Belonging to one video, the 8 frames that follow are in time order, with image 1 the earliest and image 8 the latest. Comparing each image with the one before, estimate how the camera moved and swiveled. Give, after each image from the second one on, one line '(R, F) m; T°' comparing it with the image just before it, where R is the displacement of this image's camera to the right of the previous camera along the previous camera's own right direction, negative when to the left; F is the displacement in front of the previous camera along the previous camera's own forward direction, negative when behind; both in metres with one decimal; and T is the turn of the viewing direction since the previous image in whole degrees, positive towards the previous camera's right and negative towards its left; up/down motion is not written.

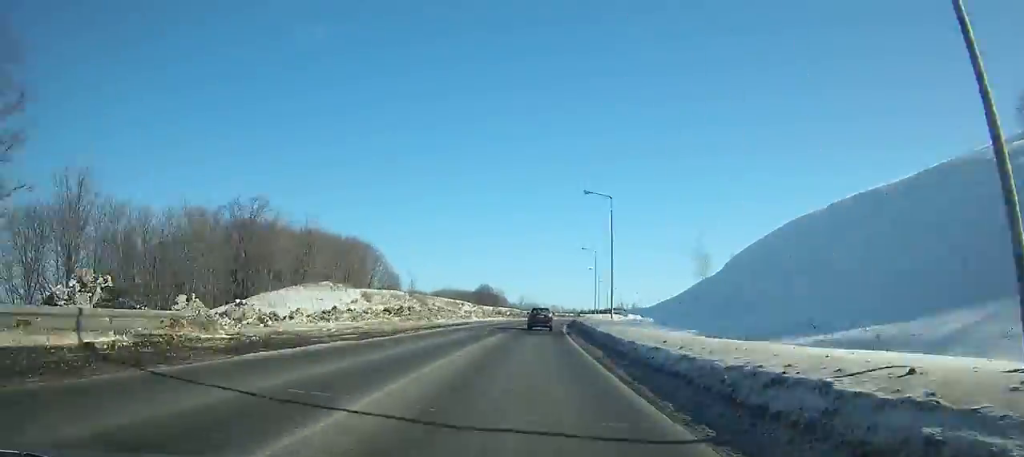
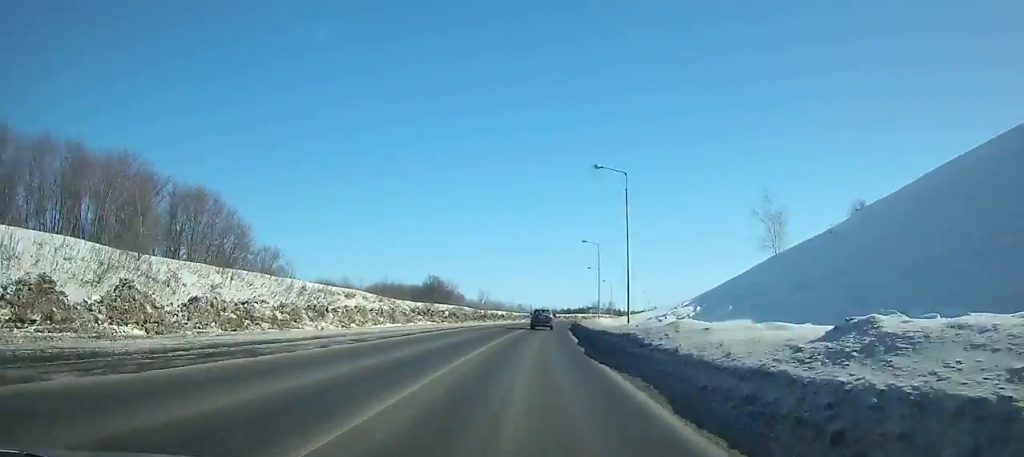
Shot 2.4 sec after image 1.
(+1.5, +48.7) m; +3°
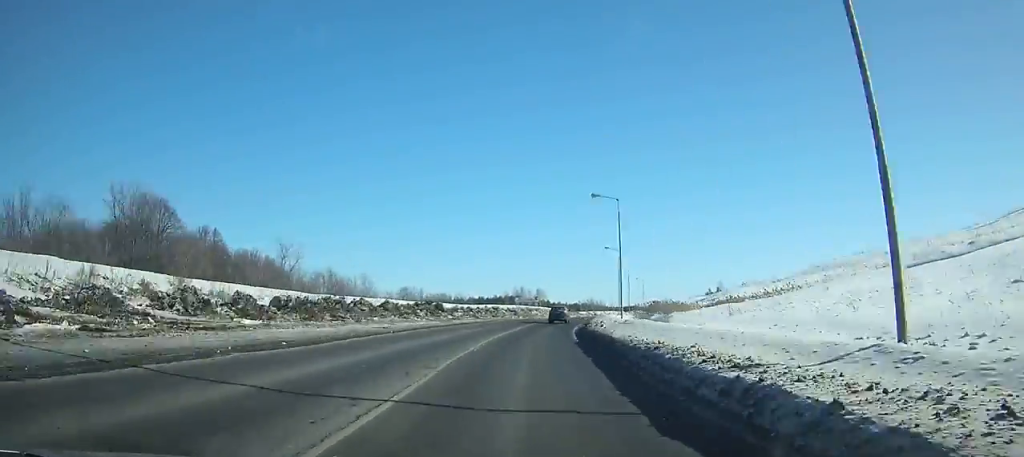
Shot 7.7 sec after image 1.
(+7.8, +109.1) m; +9°
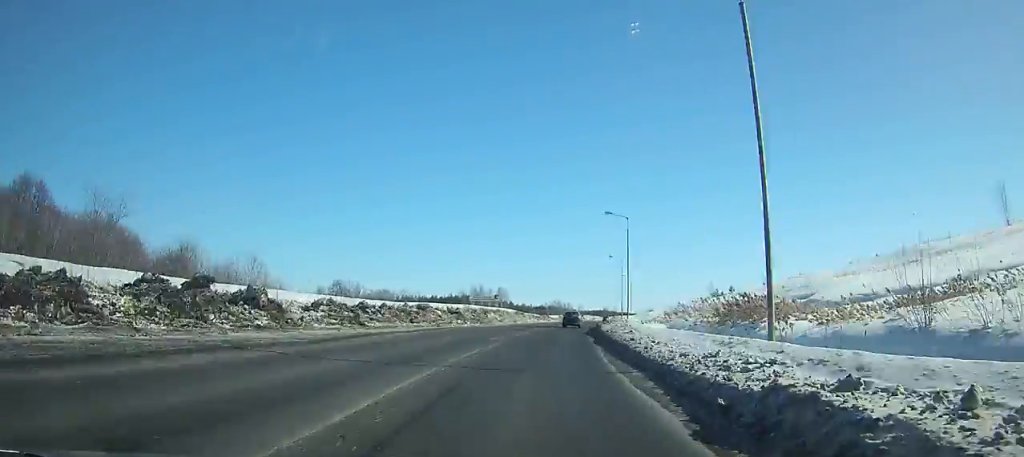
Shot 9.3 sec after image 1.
(-0.1, +33.7) m; +4°
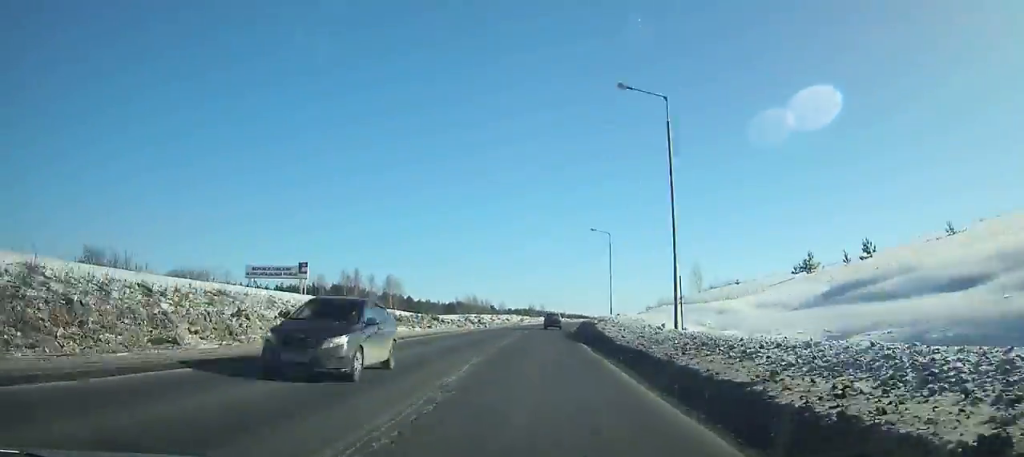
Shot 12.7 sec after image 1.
(+5.8, +72.4) m; +7°
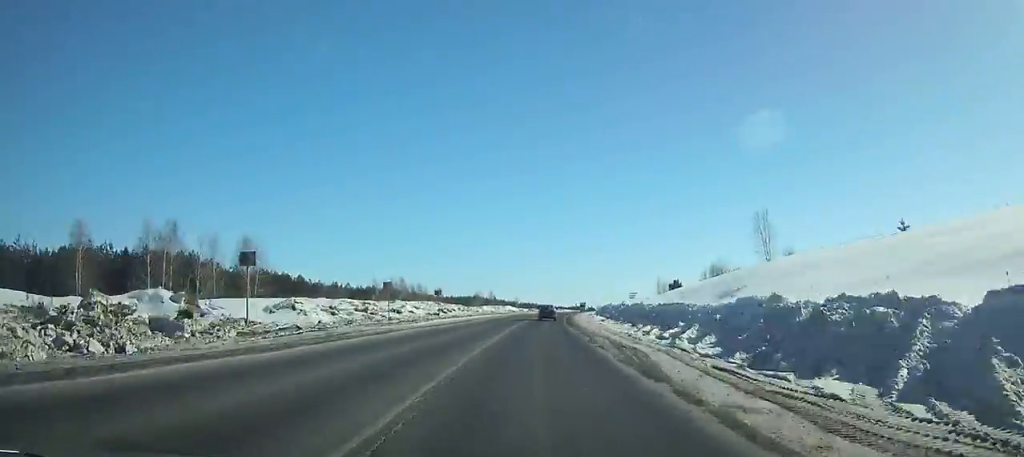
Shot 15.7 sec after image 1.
(+2.4, +65.2) m; +4°
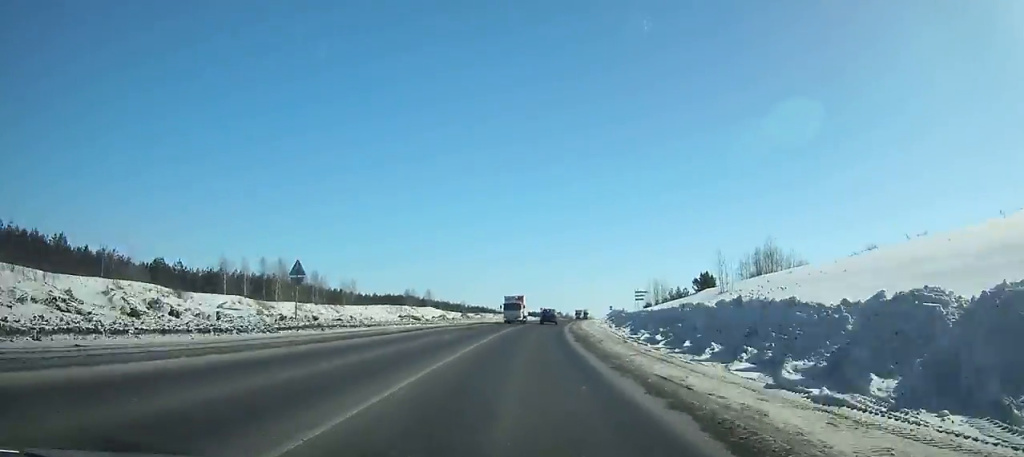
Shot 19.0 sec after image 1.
(+2.9, +73.0) m; +5°
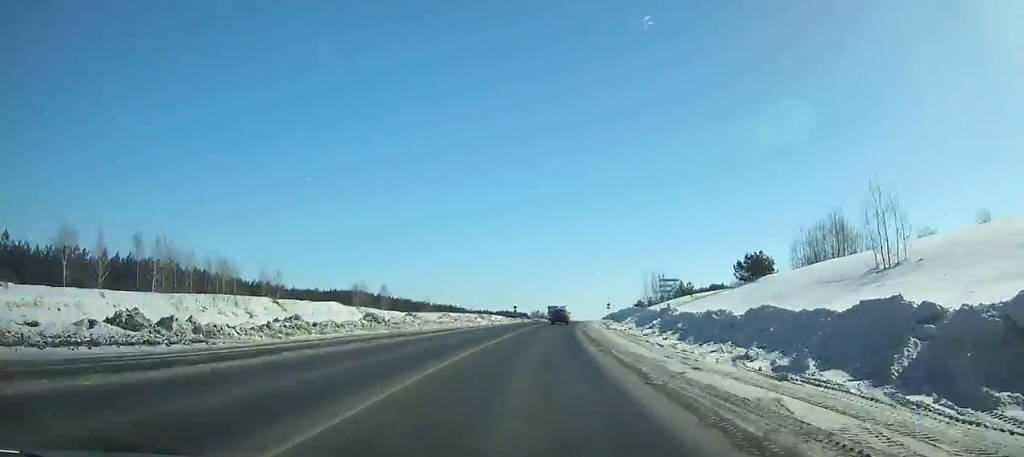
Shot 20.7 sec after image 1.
(+1.1, +38.2) m; +3°
